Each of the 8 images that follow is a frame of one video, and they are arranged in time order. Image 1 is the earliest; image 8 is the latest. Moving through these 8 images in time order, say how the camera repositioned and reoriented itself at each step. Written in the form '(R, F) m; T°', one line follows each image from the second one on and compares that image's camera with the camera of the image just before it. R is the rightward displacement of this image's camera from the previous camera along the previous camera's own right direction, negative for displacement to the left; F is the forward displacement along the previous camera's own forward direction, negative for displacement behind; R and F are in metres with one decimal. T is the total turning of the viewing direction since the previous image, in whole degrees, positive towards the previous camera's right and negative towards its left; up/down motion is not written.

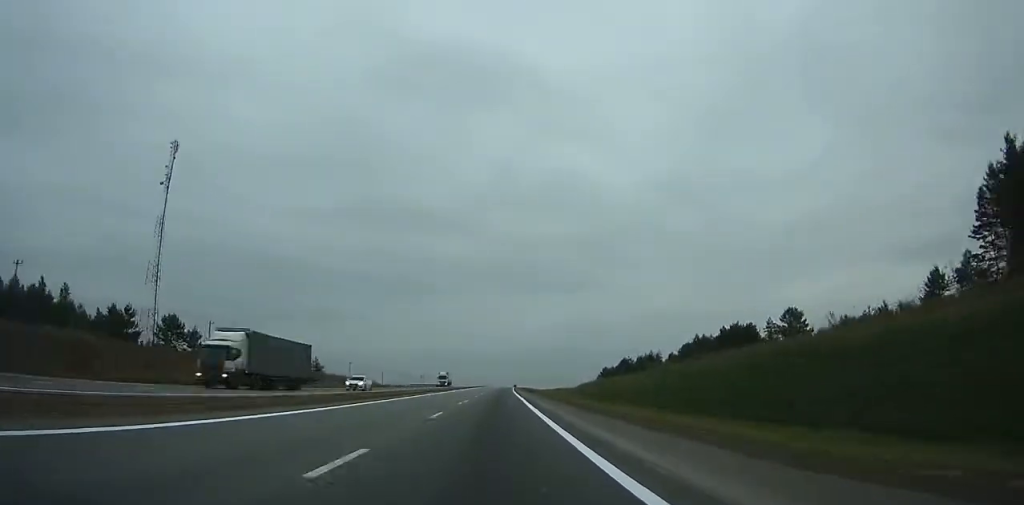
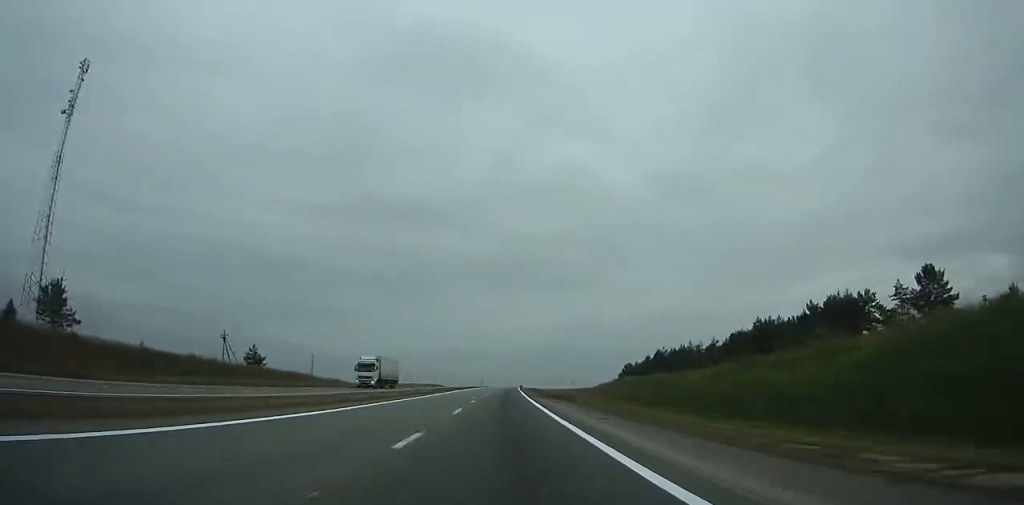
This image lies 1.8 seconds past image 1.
(+0.2, +44.1) m; +1°
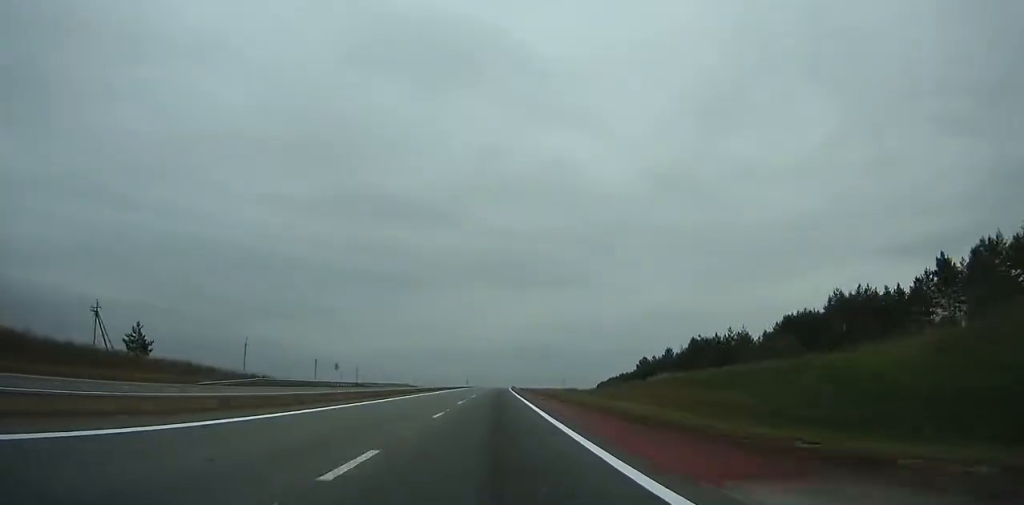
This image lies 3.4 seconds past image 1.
(0.0, +39.5) m; 0°
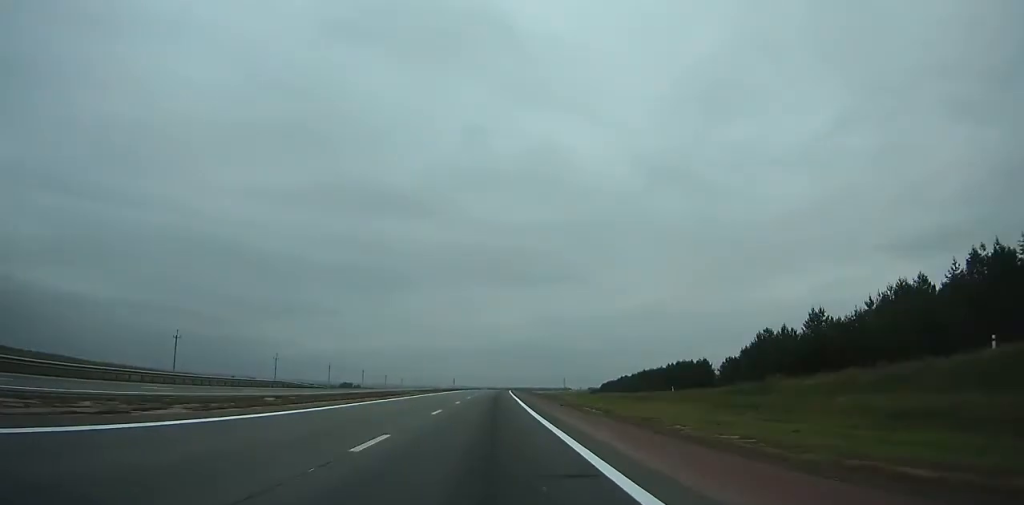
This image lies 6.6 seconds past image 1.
(+0.9, +80.6) m; +1°
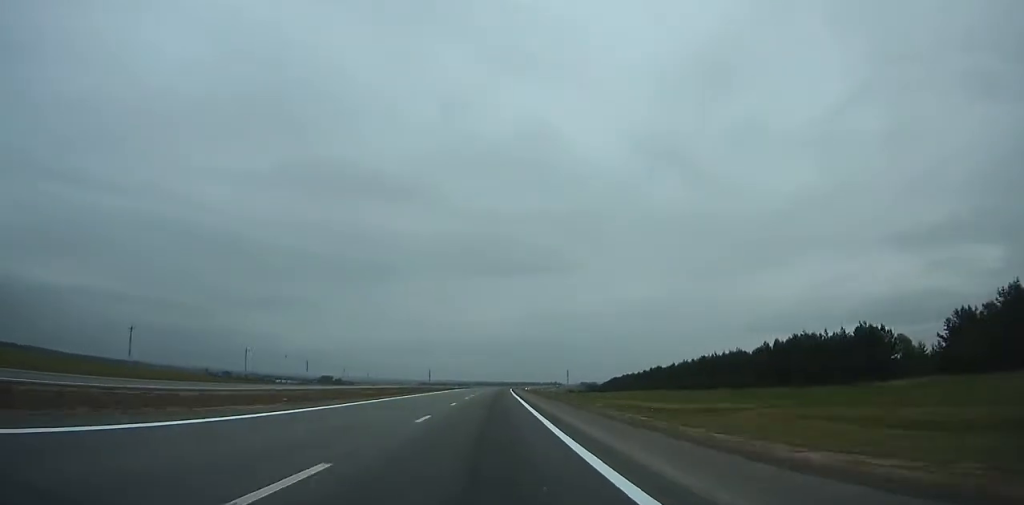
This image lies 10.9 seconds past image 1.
(+1.3, +111.7) m; +1°
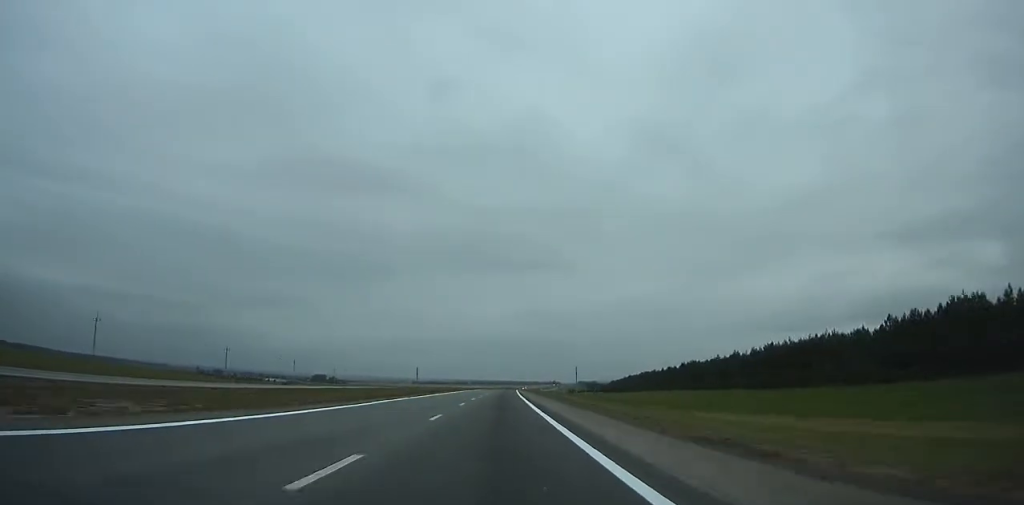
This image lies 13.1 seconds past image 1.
(+0.3, +58.2) m; 0°
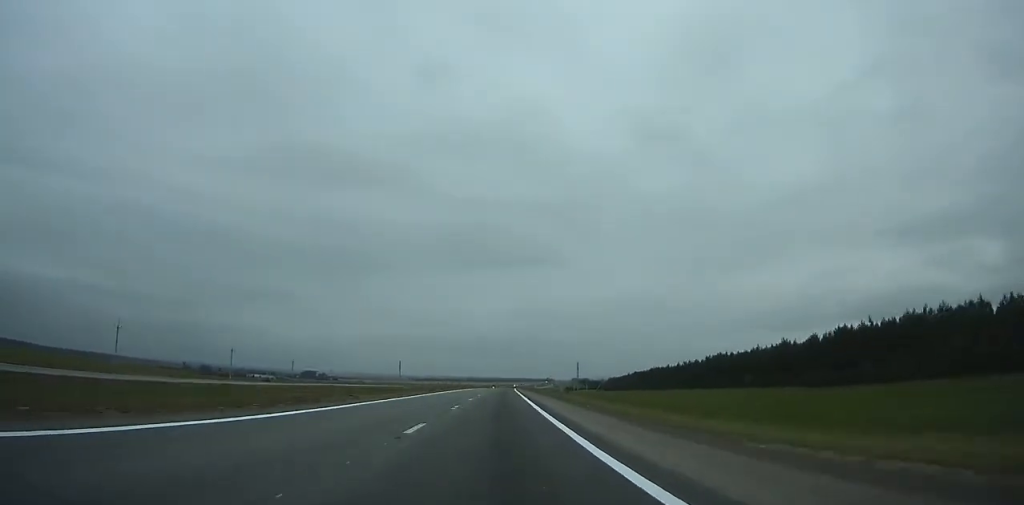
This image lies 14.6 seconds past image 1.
(-0.1, +40.3) m; 0°
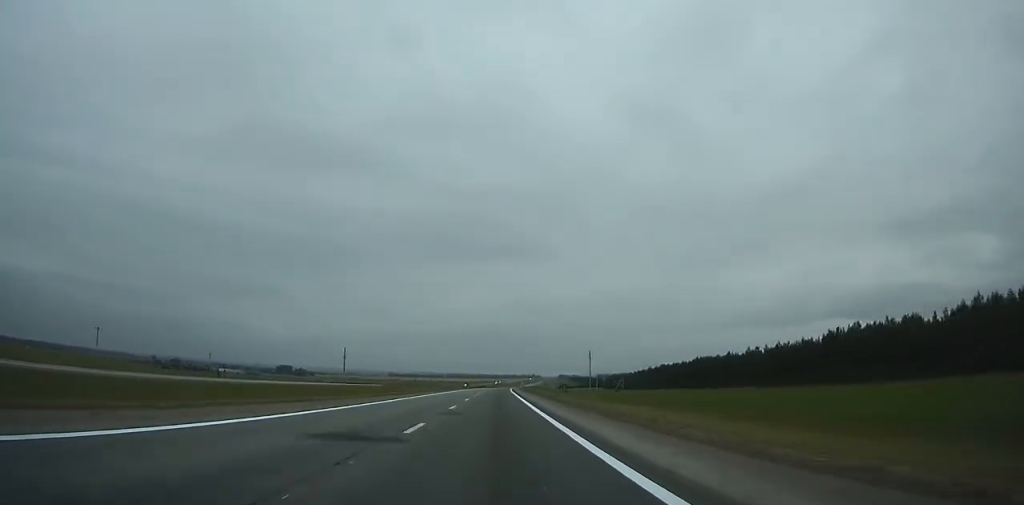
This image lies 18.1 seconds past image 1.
(+0.8, +95.0) m; +1°
